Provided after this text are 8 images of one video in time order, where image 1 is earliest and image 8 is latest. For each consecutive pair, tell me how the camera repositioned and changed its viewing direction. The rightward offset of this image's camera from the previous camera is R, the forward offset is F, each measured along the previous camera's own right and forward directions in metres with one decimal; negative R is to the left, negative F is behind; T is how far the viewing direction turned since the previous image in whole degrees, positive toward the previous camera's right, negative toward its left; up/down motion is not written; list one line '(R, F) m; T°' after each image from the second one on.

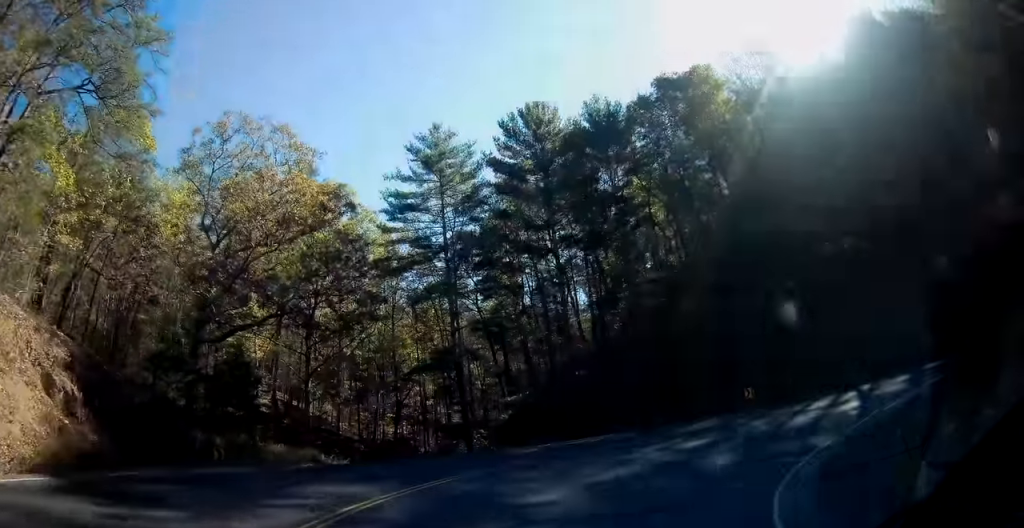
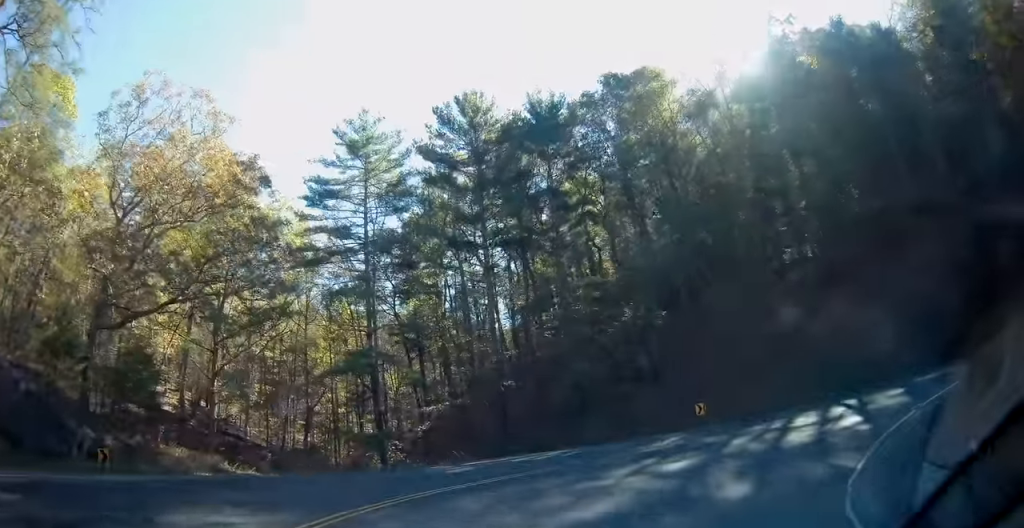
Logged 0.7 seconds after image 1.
(+0.4, +4.3) m; +6°
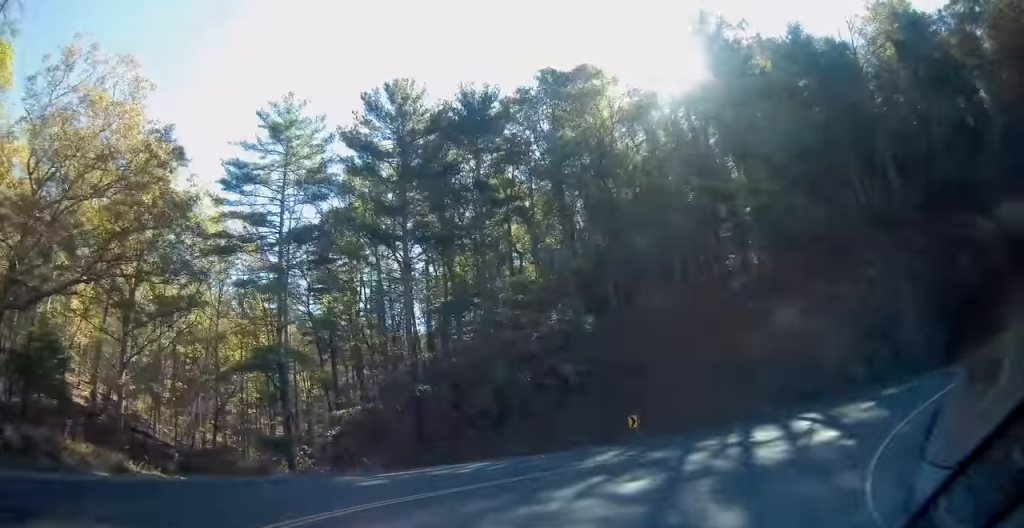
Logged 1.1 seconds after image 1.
(+0.1, +2.8) m; +8°
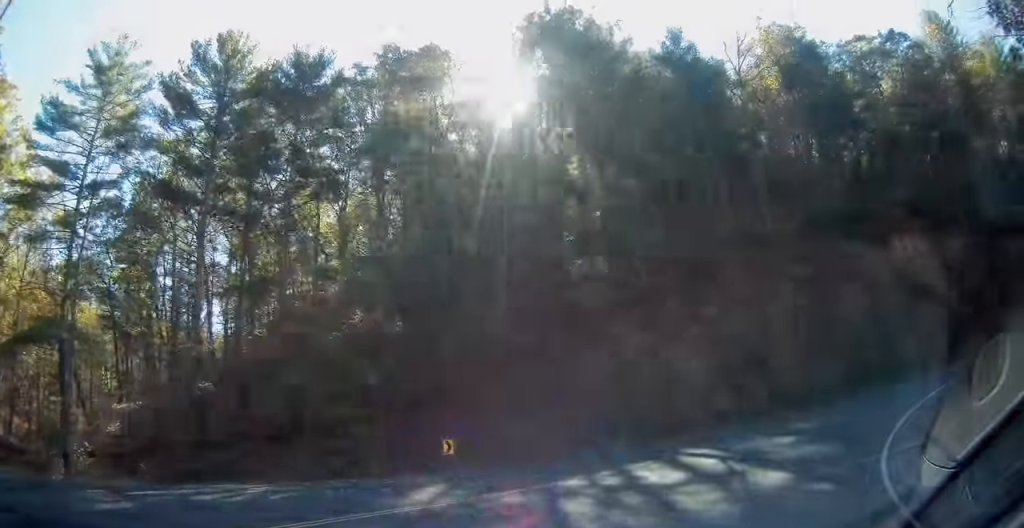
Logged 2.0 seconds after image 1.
(+0.7, +6.1) m; +19°
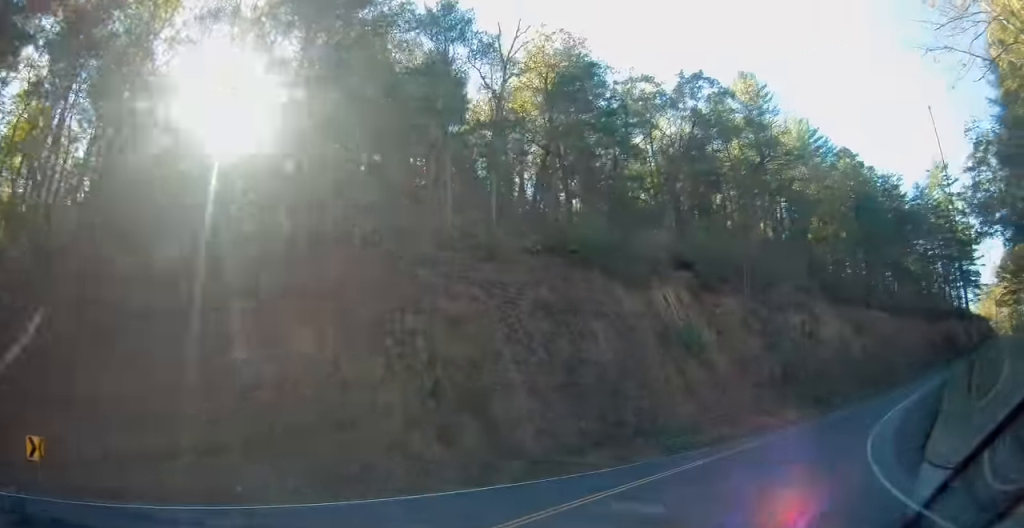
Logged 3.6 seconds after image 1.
(+3.3, +10.8) m; +33°
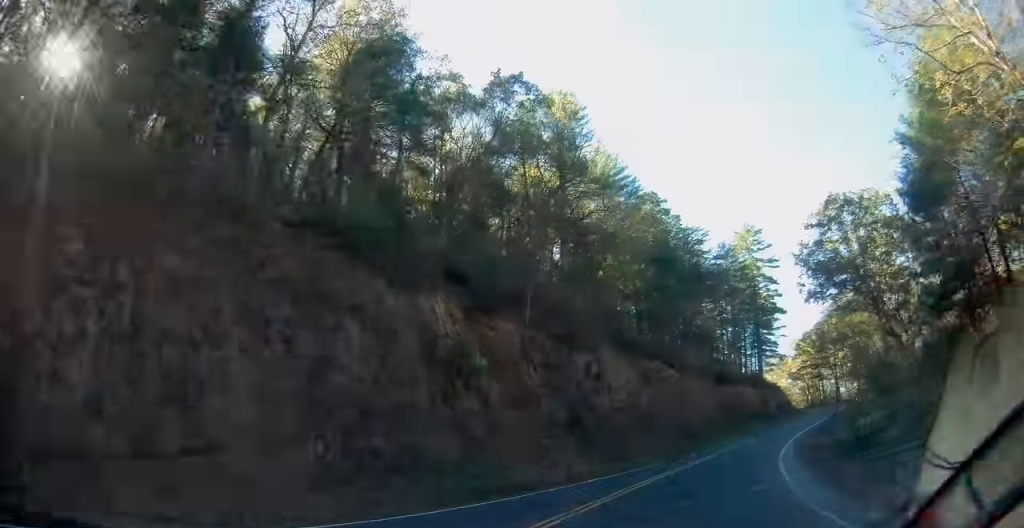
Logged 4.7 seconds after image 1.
(+1.3, +7.5) m; +21°
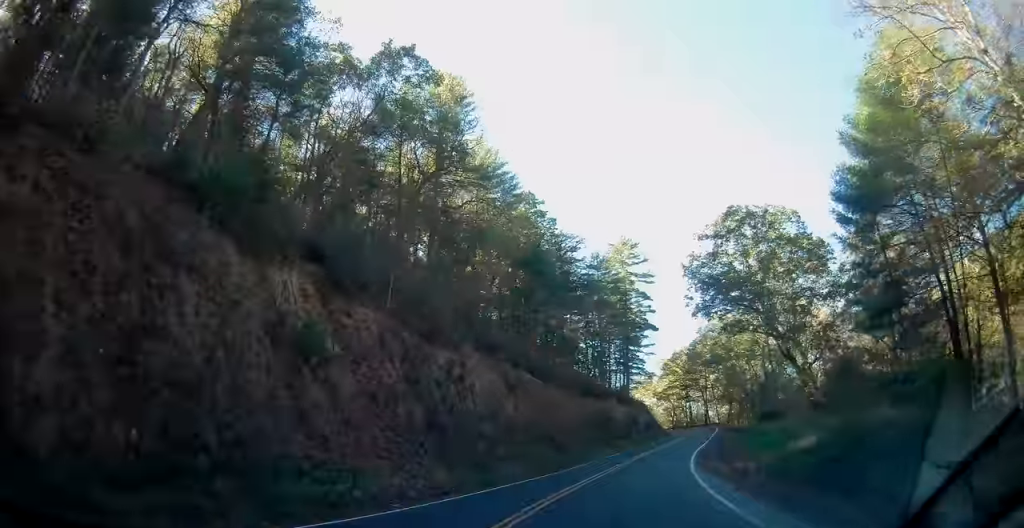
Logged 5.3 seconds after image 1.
(+0.8, +4.6) m; +13°
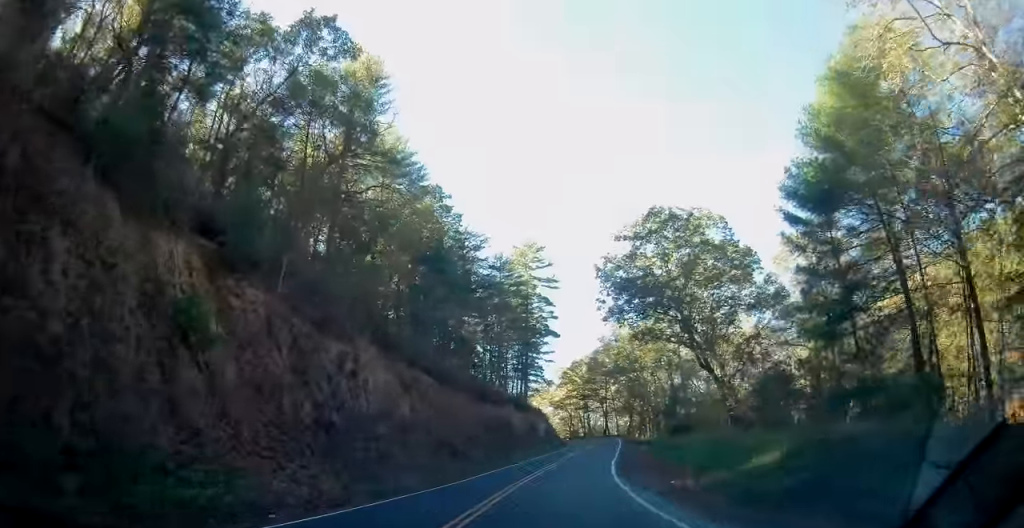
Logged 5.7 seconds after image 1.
(0.0, +3.6) m; +9°
